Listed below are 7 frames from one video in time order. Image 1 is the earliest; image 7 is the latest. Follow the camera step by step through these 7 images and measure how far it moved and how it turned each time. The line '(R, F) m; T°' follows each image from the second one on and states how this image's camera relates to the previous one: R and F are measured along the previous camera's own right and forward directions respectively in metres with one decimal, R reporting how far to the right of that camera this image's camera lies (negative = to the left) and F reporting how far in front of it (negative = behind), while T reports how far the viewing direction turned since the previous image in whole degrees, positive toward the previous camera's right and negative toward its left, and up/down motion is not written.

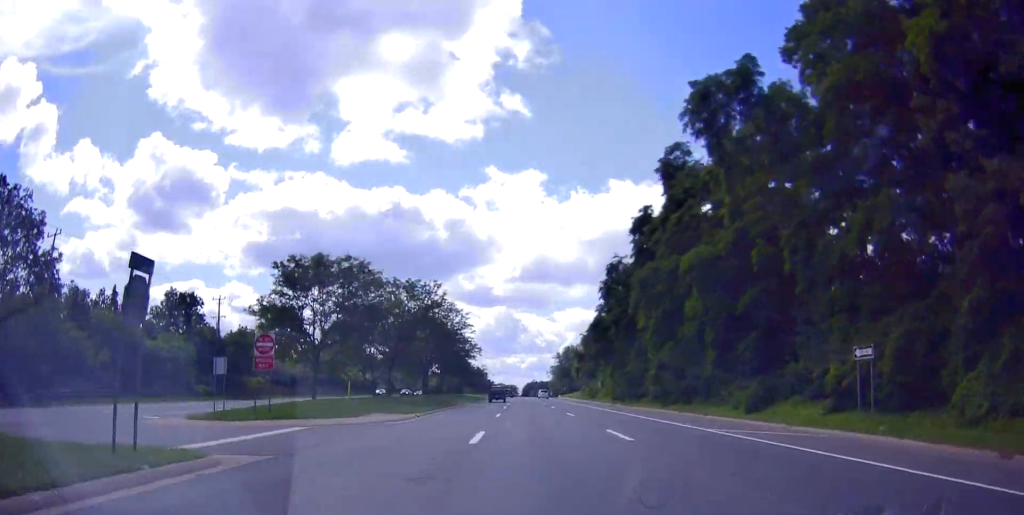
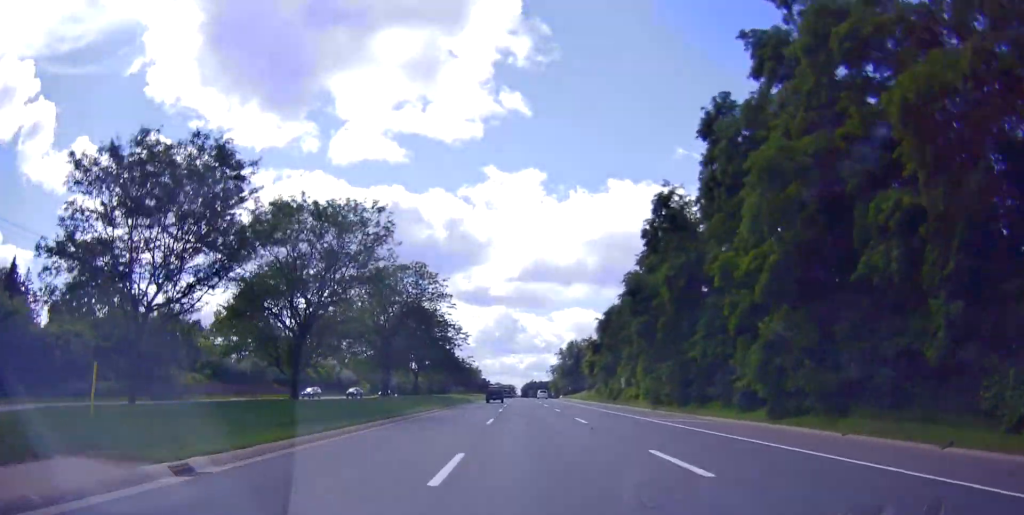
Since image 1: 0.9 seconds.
(-0.2, +21.7) m; 0°
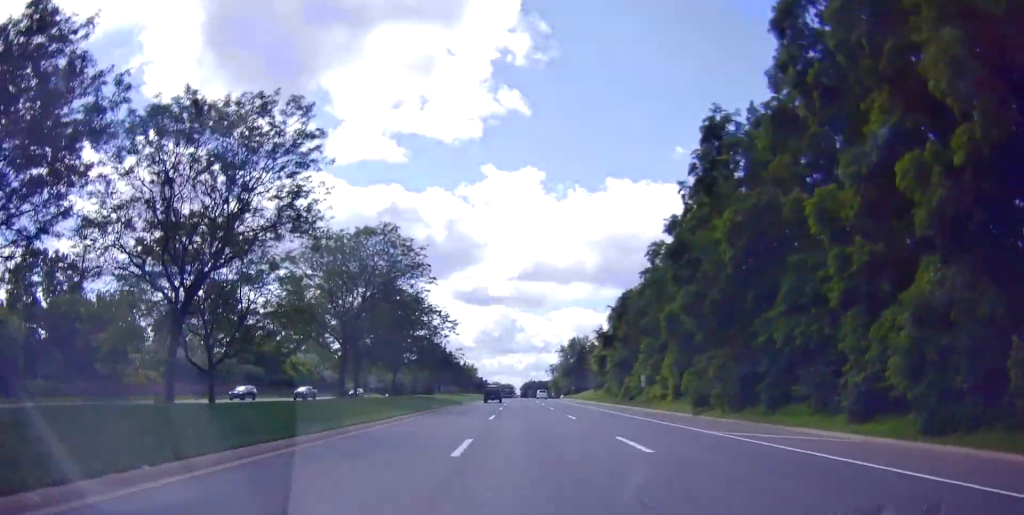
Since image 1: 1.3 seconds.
(-0.4, +11.6) m; 0°
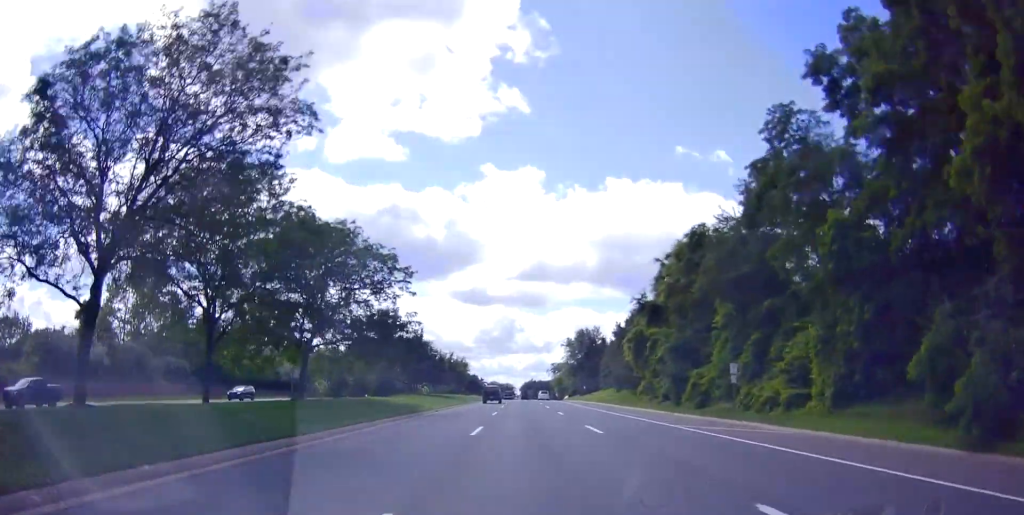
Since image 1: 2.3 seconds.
(+0.7, +24.8) m; 0°
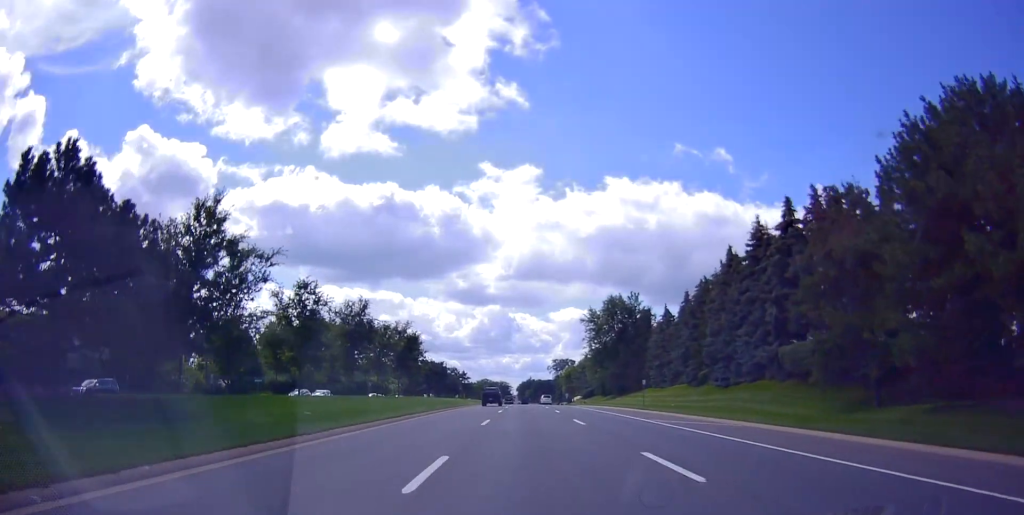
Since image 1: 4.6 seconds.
(-0.6, +56.0) m; +1°
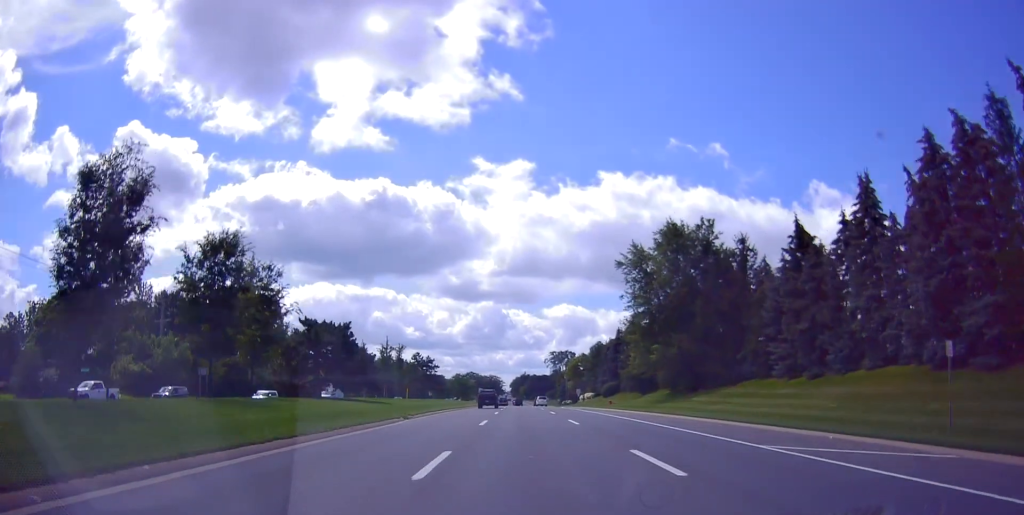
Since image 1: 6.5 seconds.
(-0.7, +46.2) m; -2°
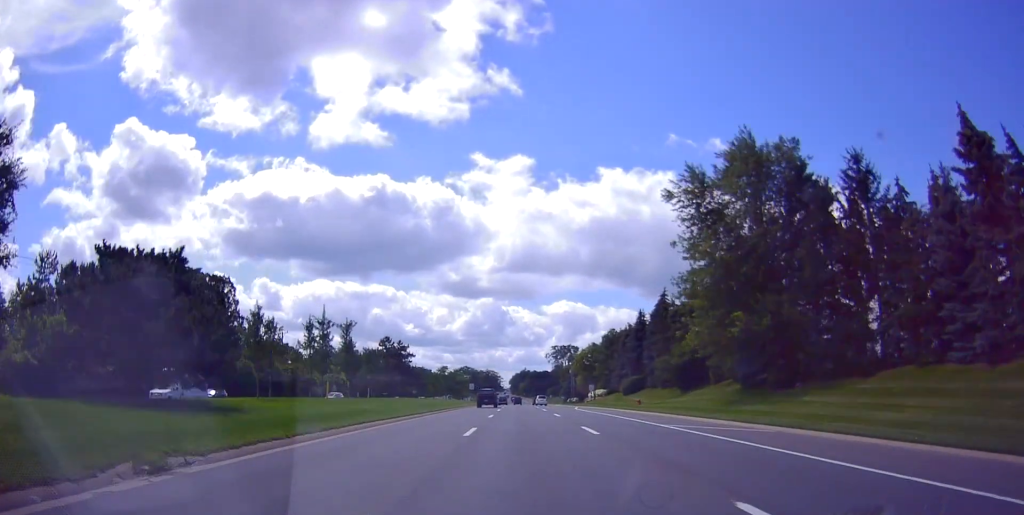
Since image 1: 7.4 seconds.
(+0.3, +22.3) m; +2°
